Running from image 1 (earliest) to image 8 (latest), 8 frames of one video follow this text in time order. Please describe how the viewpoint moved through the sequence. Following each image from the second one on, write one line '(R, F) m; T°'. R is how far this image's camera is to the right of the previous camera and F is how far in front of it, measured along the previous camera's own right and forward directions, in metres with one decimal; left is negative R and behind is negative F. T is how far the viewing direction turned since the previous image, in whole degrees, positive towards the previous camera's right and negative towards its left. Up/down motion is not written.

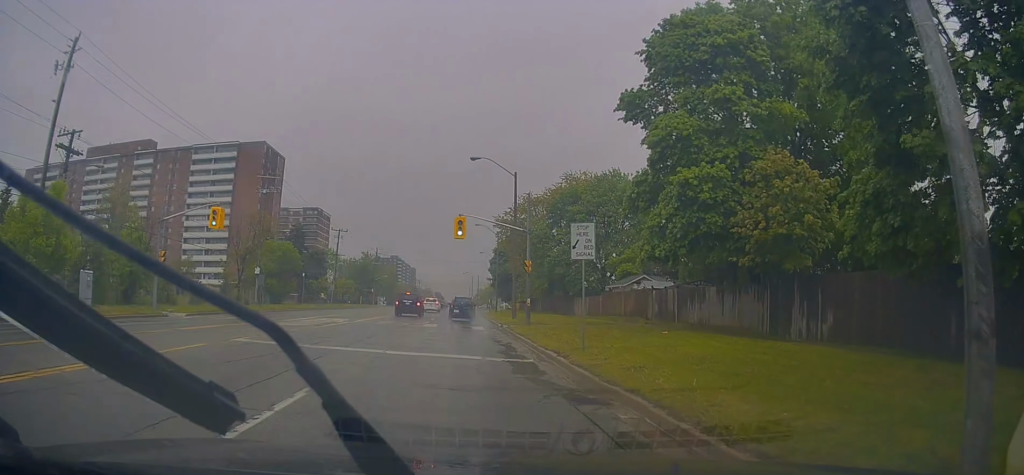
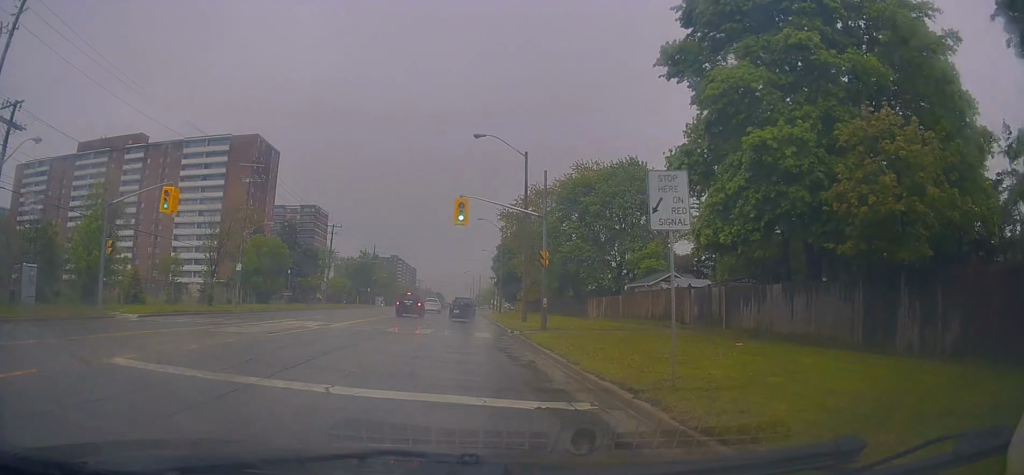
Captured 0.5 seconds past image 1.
(-0.1, +6.0) m; +1°
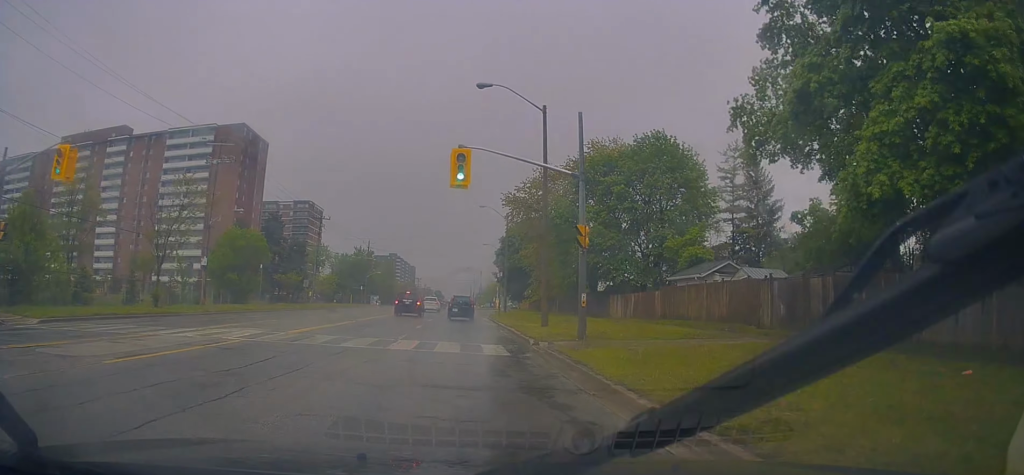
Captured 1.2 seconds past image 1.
(+0.2, +8.3) m; +2°
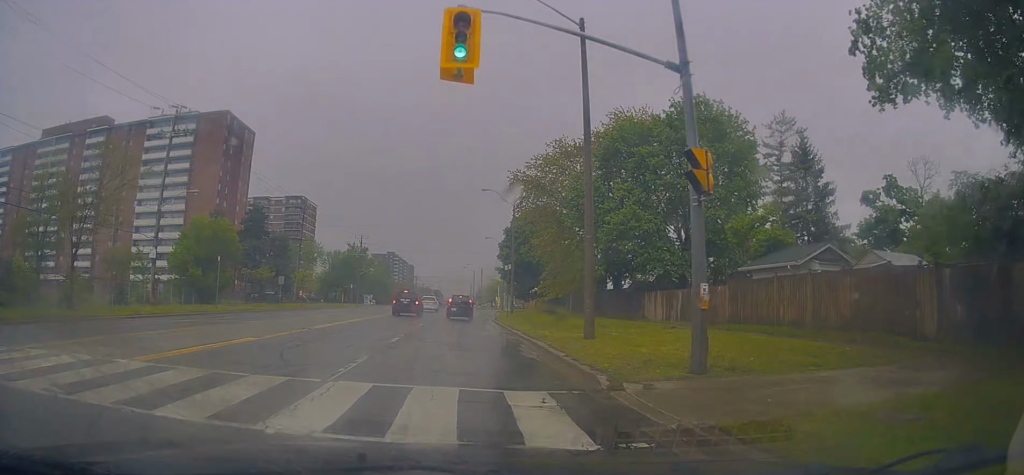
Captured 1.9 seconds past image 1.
(+0.2, +8.7) m; +2°
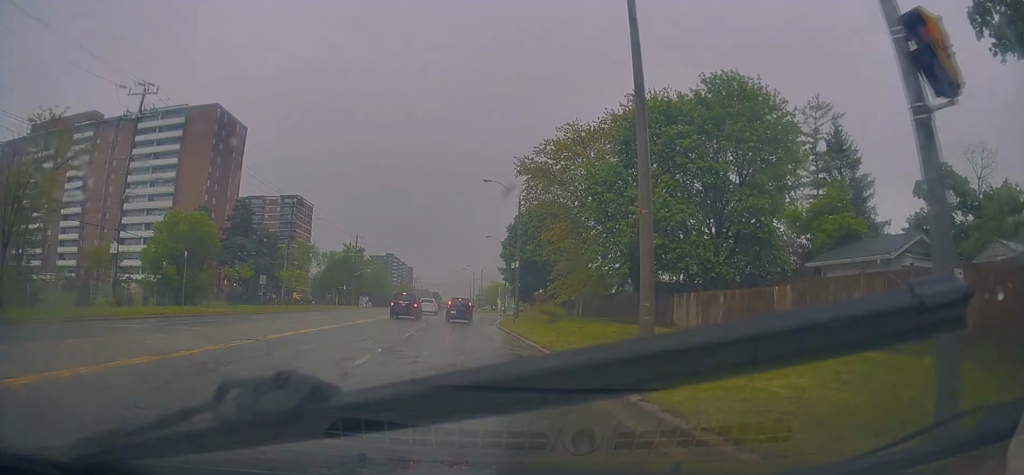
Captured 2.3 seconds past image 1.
(0.0, +5.4) m; 0°
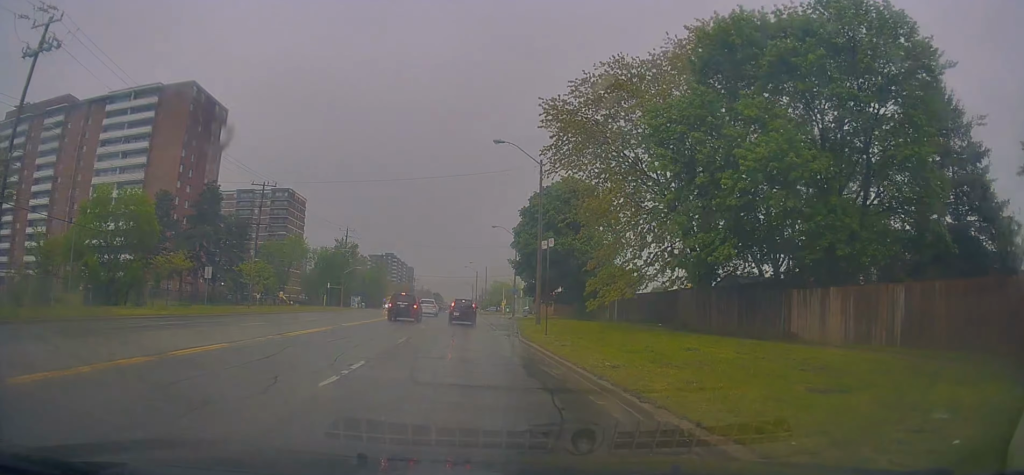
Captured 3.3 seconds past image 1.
(+0.1, +12.1) m; -2°
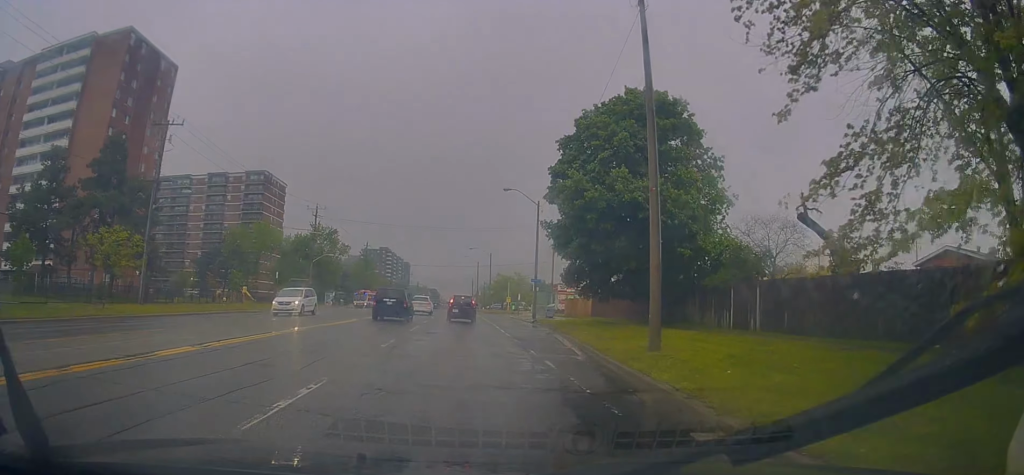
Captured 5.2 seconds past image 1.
(-0.9, +21.6) m; -2°
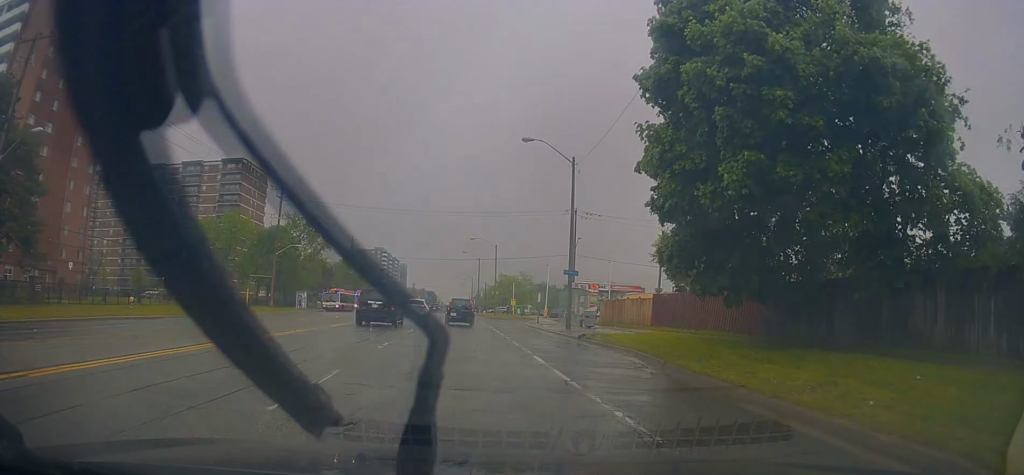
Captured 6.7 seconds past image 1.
(+0.4, +16.3) m; +1°
